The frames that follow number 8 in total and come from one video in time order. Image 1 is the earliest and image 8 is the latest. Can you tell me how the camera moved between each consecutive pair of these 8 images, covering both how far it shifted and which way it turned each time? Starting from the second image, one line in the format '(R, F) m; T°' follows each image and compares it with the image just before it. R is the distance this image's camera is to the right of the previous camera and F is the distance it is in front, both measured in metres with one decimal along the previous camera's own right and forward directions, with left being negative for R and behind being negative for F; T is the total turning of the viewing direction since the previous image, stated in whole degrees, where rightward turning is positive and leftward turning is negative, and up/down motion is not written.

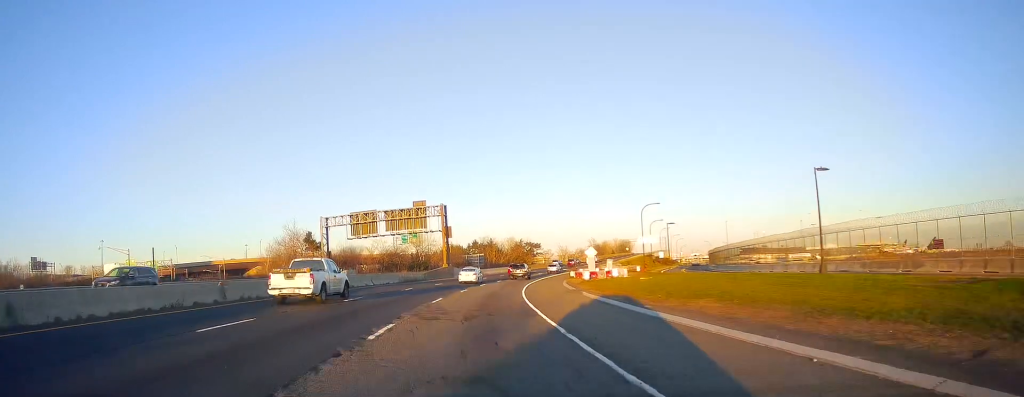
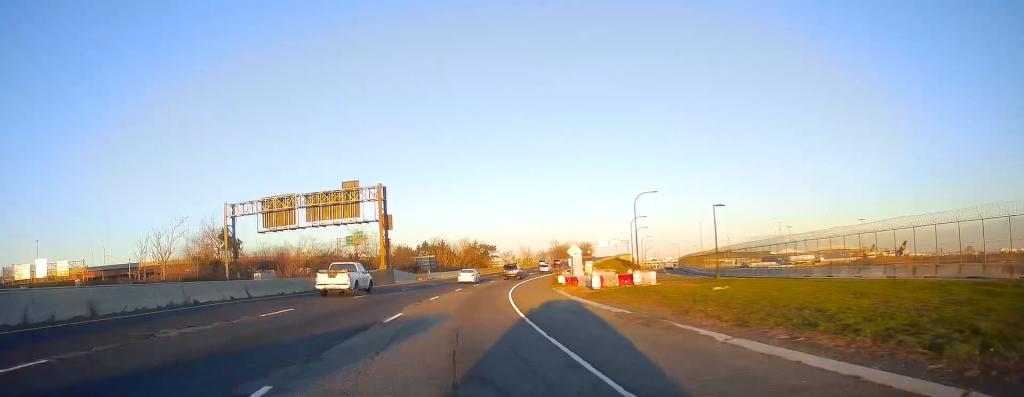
(+0.6, +20.2) m; +4°
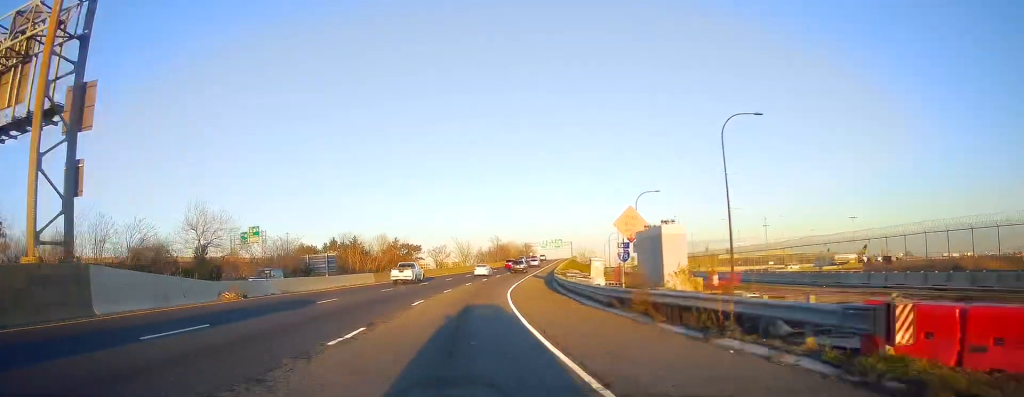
(+3.2, +41.5) m; +7°
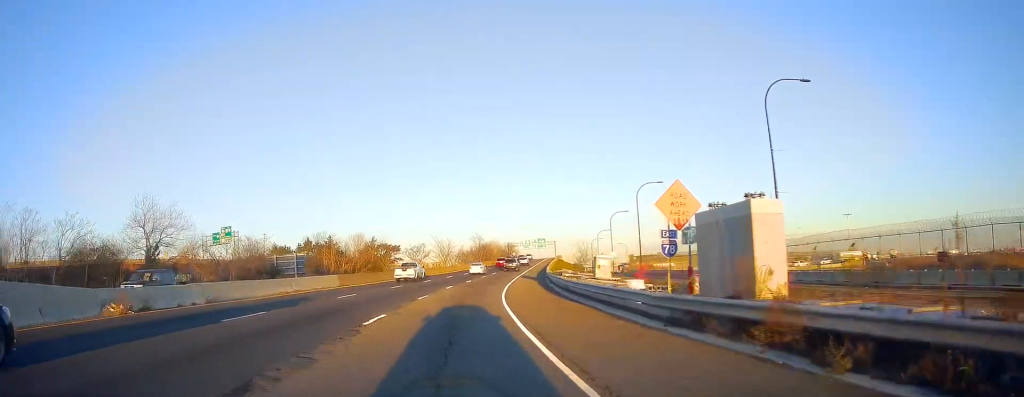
(0.0, +8.4) m; +2°
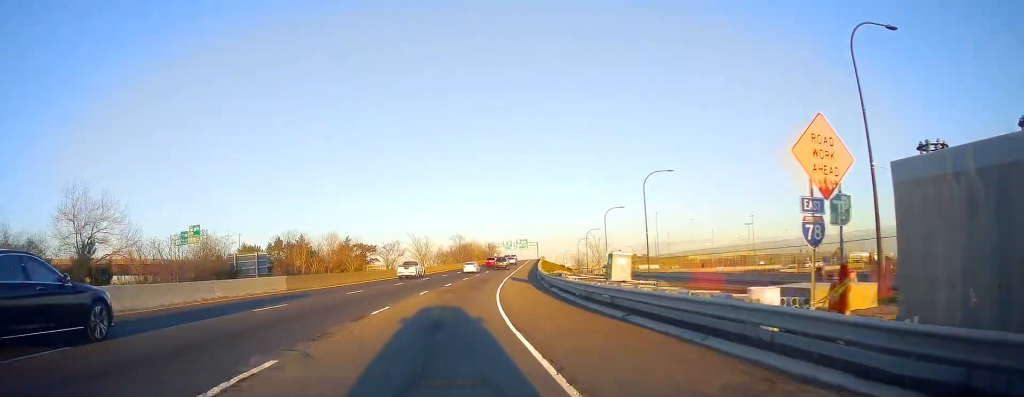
(-0.2, +9.1) m; +2°
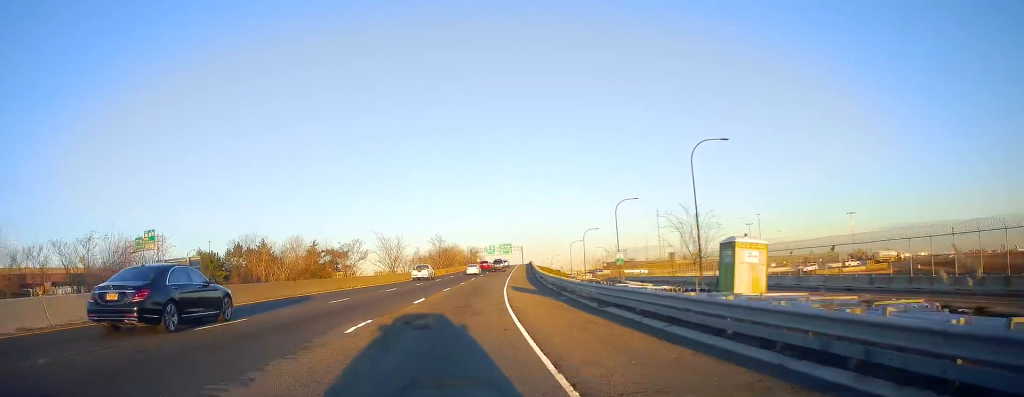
(+0.9, +15.9) m; +4°
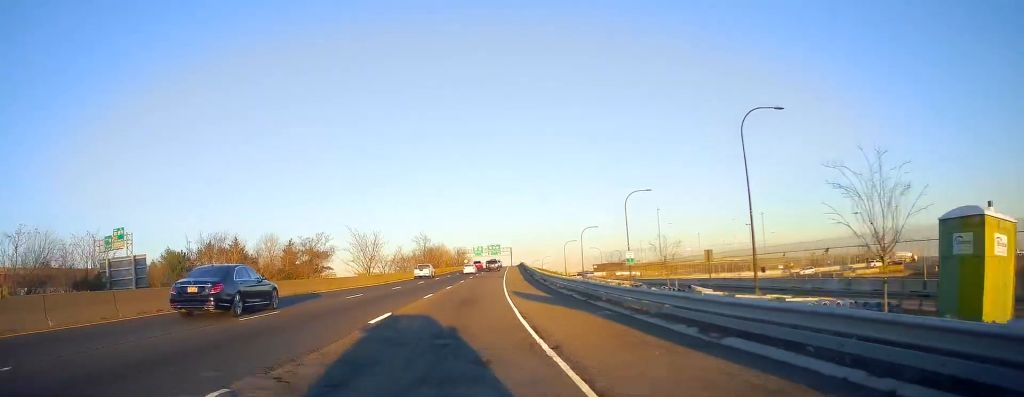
(+0.3, +9.8) m; +1°
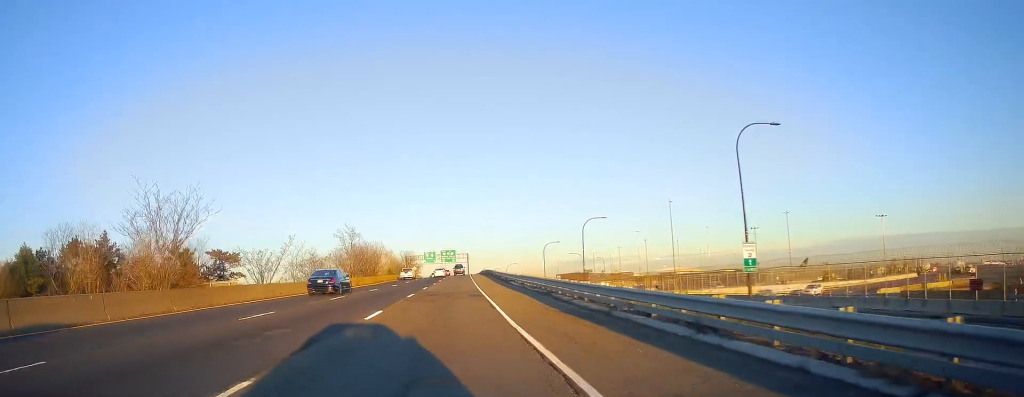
(+1.1, +35.0) m; +4°
